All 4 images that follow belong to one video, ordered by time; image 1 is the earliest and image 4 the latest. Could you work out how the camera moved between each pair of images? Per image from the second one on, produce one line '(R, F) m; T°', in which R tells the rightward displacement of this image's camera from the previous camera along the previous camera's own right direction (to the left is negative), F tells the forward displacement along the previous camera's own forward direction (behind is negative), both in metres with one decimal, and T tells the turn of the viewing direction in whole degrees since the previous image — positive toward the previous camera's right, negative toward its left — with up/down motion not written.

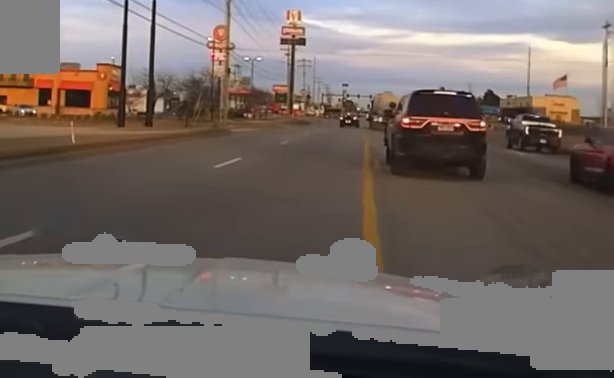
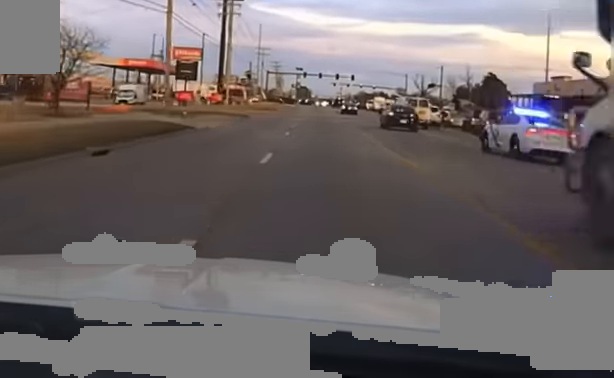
(-0.8, +72.9) m; +1°
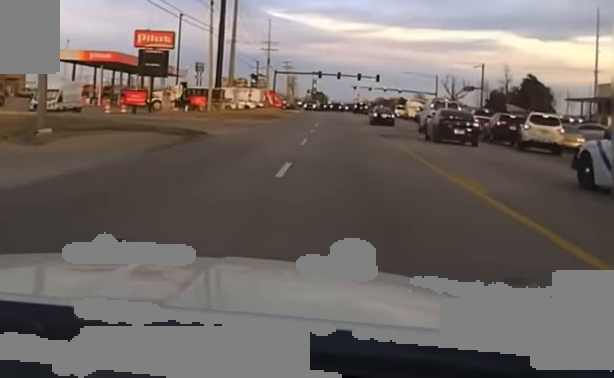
(+0.7, +24.5) m; +1°
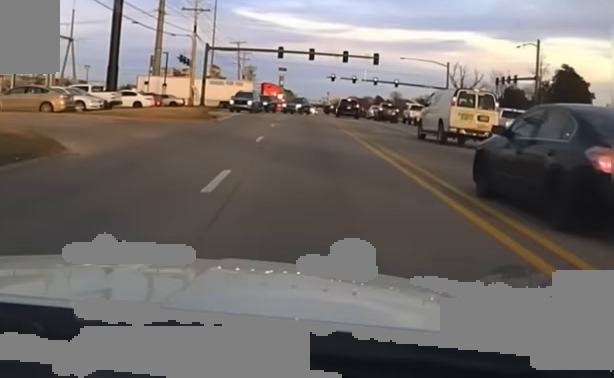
(+0.1, +49.7) m; +1°
